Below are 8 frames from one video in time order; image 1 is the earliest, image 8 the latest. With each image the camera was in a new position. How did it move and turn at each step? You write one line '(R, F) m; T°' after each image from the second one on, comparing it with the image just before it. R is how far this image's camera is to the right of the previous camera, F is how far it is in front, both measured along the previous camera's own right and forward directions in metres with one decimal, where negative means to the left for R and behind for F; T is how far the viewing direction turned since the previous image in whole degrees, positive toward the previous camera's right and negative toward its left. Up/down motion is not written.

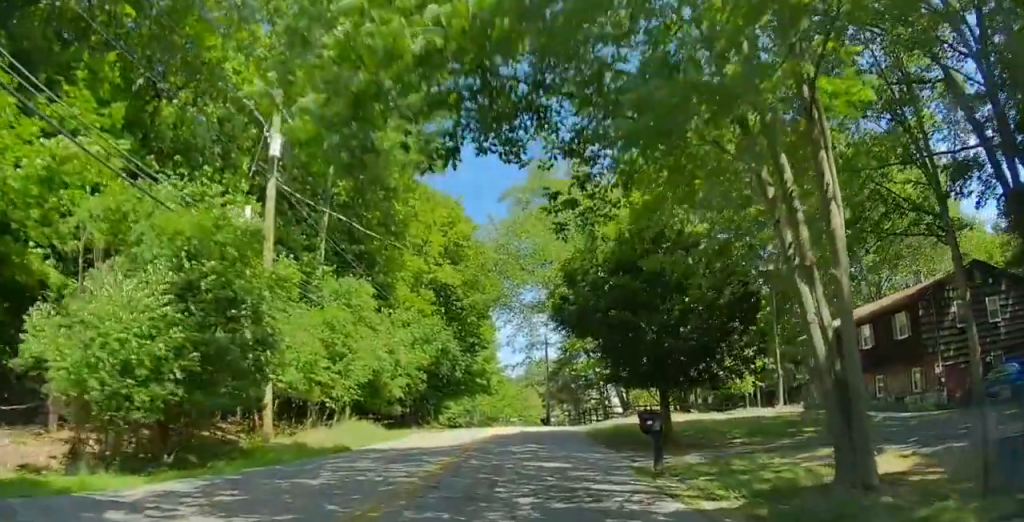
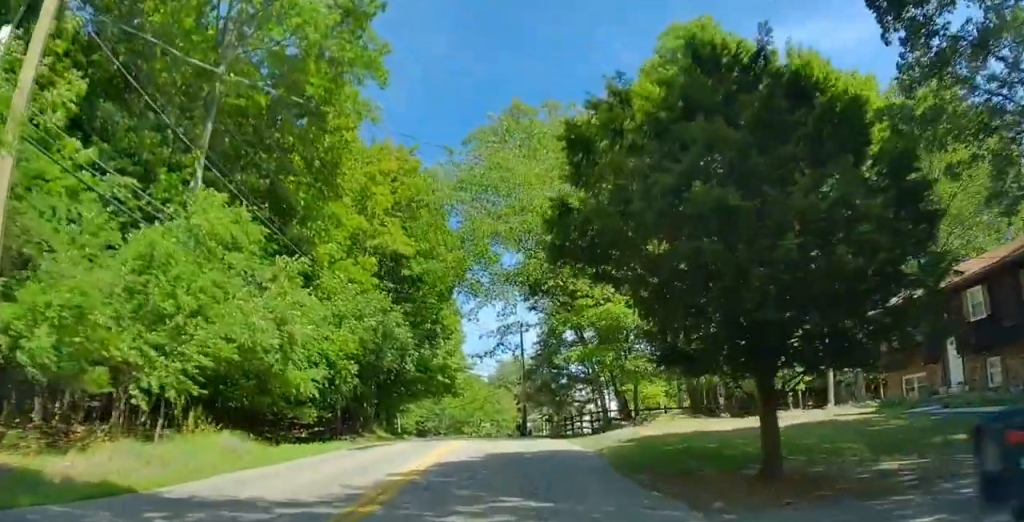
(+0.3, +9.4) m; +2°
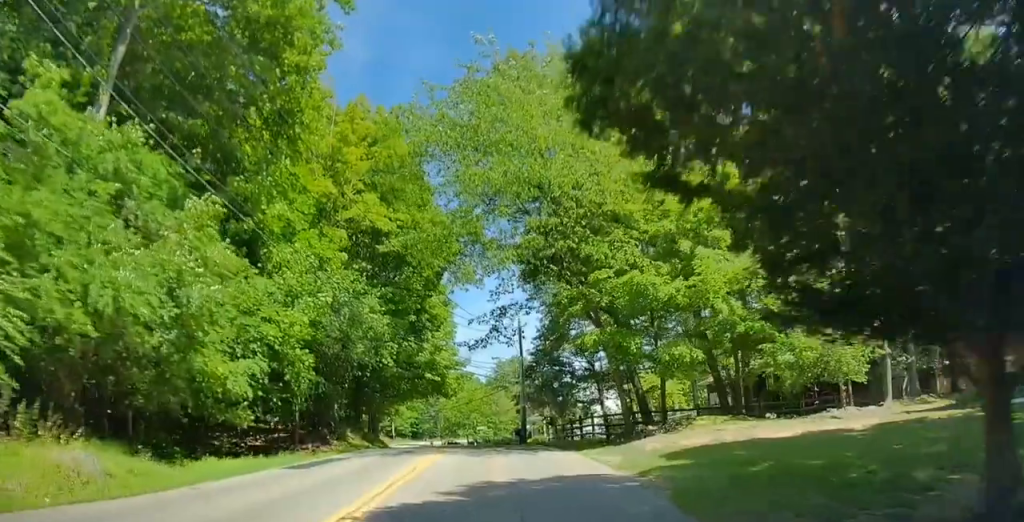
(+0.1, +5.2) m; +2°
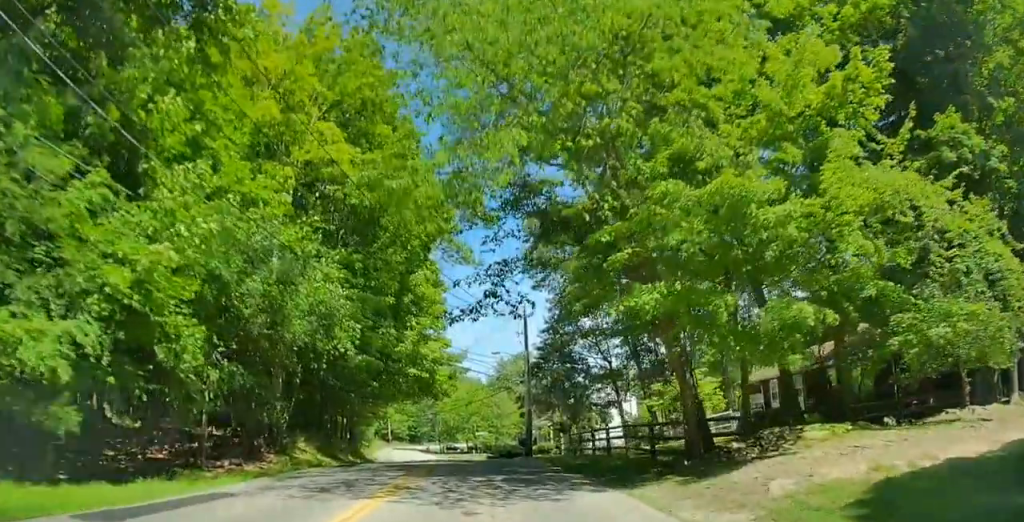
(+0.1, +7.4) m; +3°
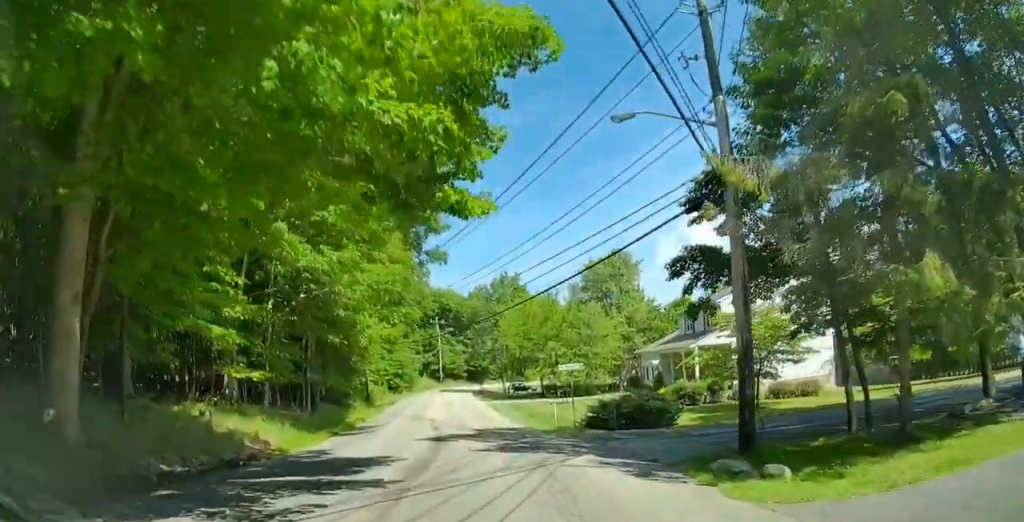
(-0.3, +32.3) m; -3°
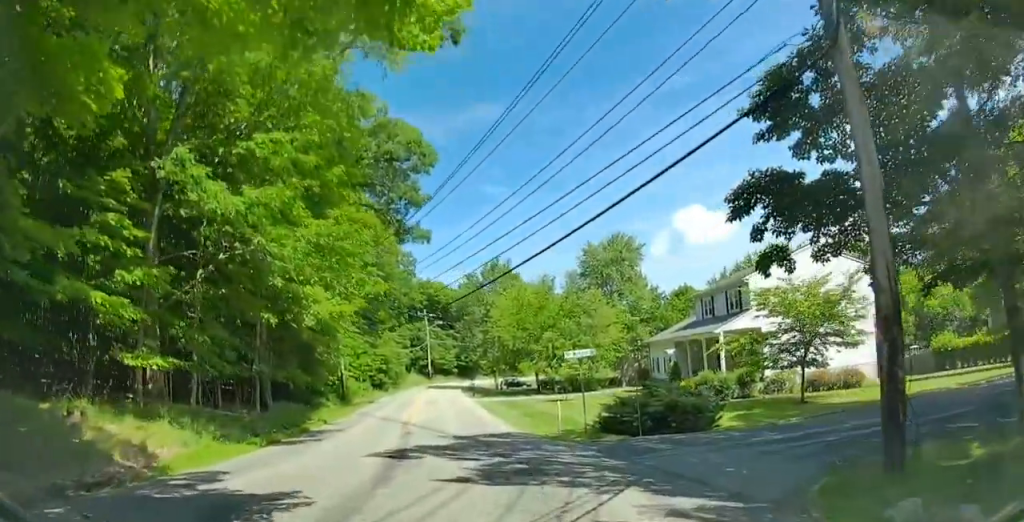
(-0.2, +7.5) m; 0°
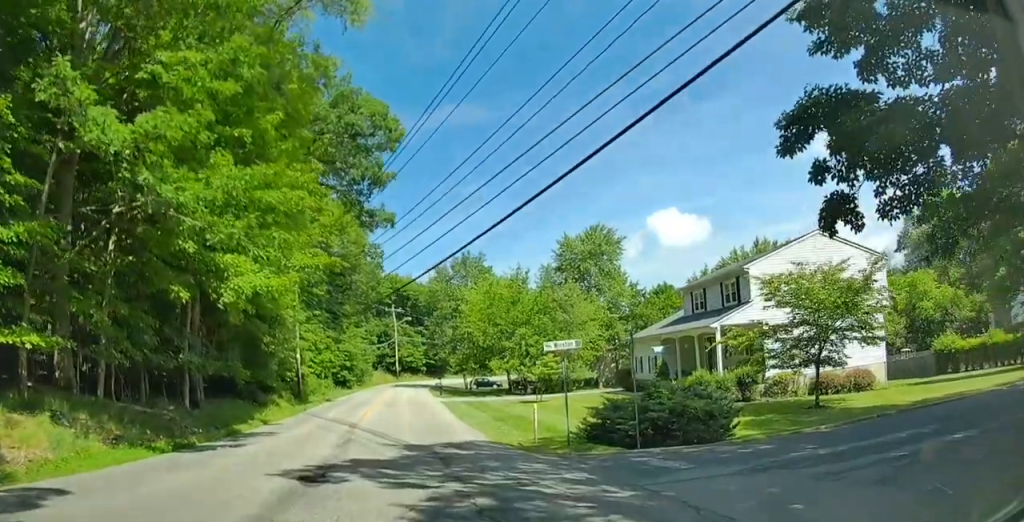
(+0.1, +5.5) m; +2°
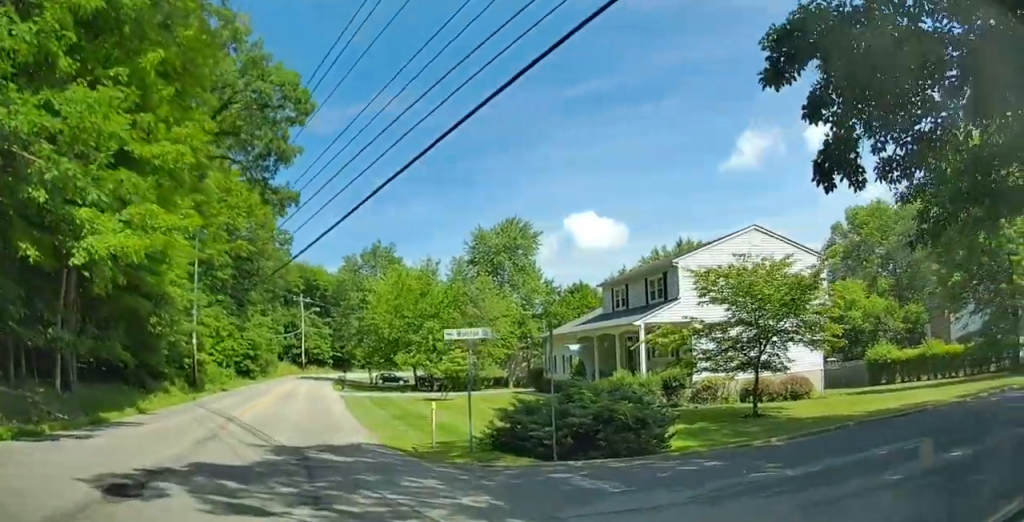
(0.0, +3.9) m; +3°
